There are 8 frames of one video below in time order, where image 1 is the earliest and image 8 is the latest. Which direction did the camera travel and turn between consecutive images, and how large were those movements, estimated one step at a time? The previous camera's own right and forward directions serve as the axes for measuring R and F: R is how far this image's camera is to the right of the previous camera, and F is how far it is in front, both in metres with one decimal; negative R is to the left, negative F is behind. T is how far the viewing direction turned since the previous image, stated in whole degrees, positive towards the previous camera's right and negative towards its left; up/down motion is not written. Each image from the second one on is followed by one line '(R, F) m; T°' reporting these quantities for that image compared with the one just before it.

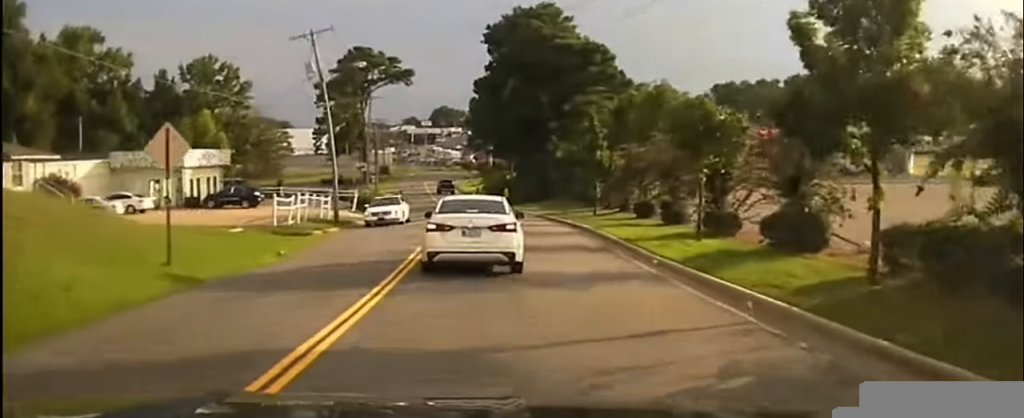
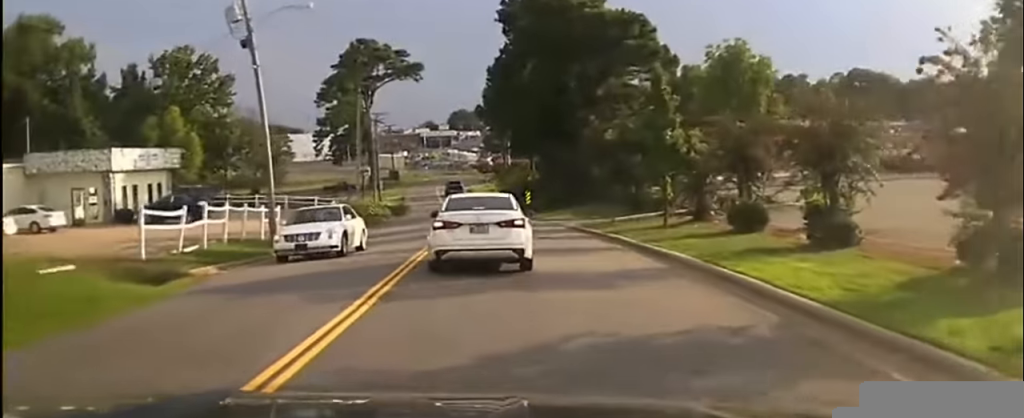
(+0.1, +15.1) m; -1°
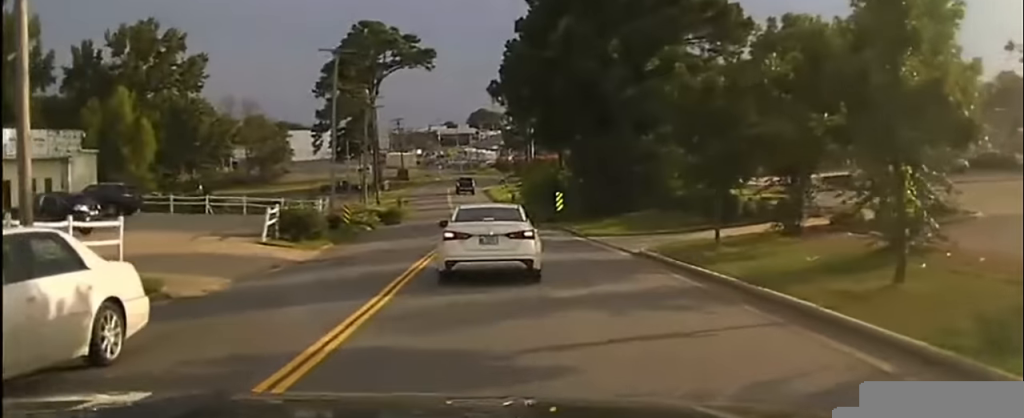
(-0.4, +18.3) m; -3°
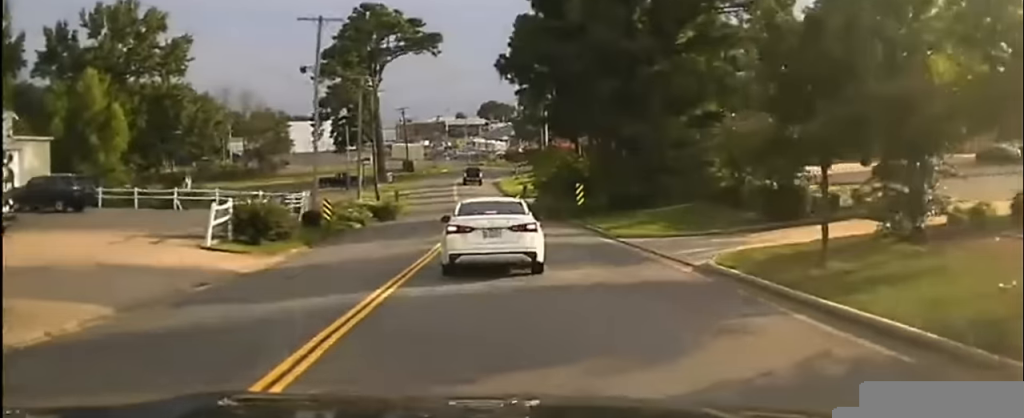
(-0.1, +7.4) m; 0°
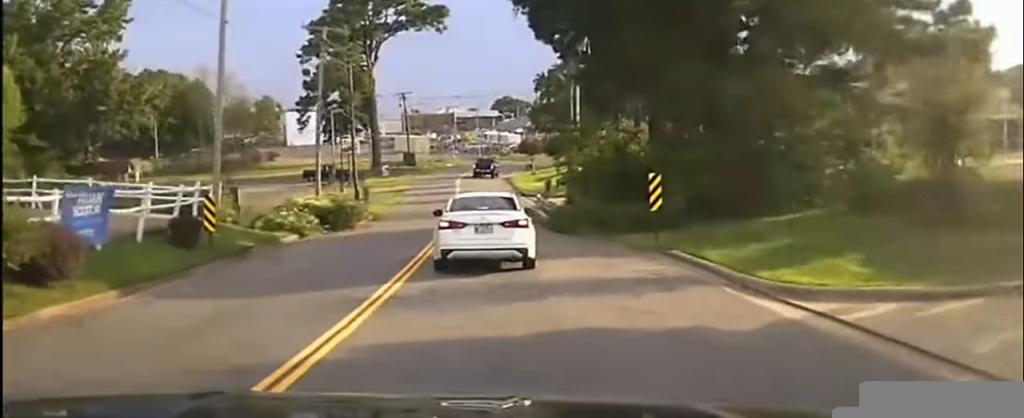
(-0.1, +17.0) m; -1°
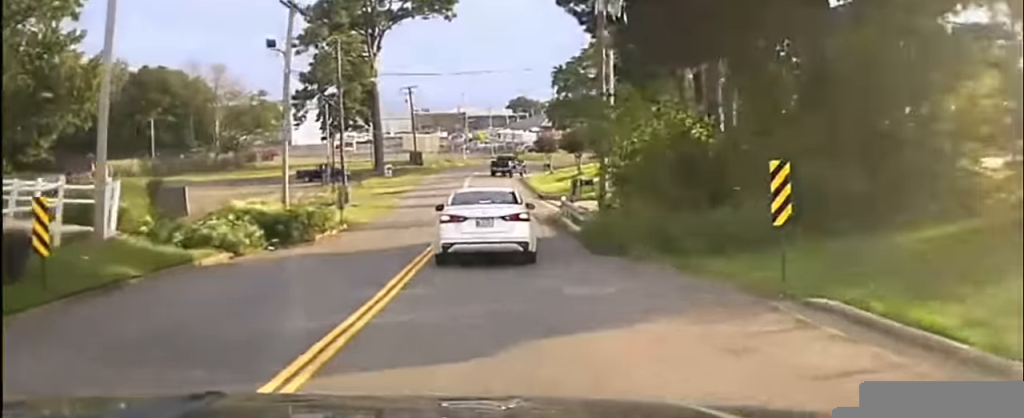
(-0.1, +9.1) m; -1°
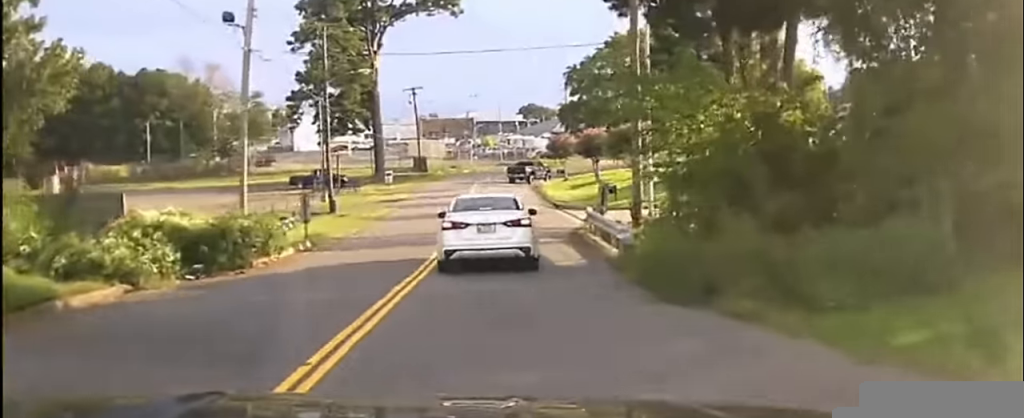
(-0.1, +6.7) m; -1°
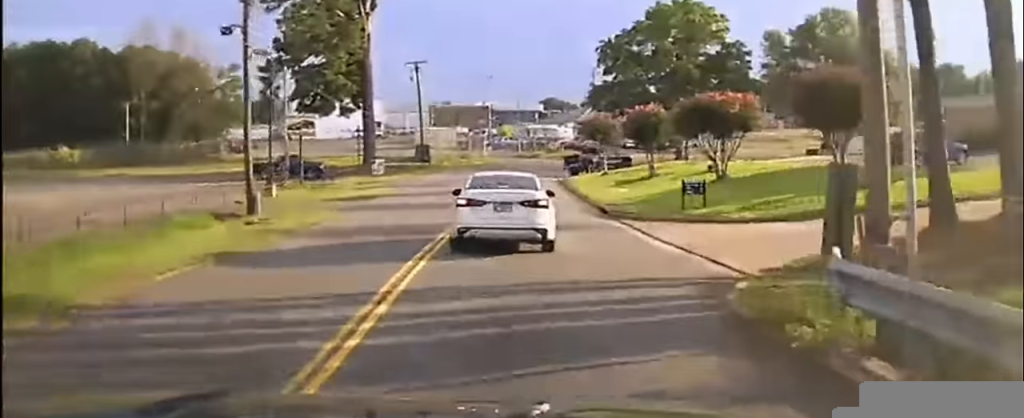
(-0.1, +16.3) m; -1°
